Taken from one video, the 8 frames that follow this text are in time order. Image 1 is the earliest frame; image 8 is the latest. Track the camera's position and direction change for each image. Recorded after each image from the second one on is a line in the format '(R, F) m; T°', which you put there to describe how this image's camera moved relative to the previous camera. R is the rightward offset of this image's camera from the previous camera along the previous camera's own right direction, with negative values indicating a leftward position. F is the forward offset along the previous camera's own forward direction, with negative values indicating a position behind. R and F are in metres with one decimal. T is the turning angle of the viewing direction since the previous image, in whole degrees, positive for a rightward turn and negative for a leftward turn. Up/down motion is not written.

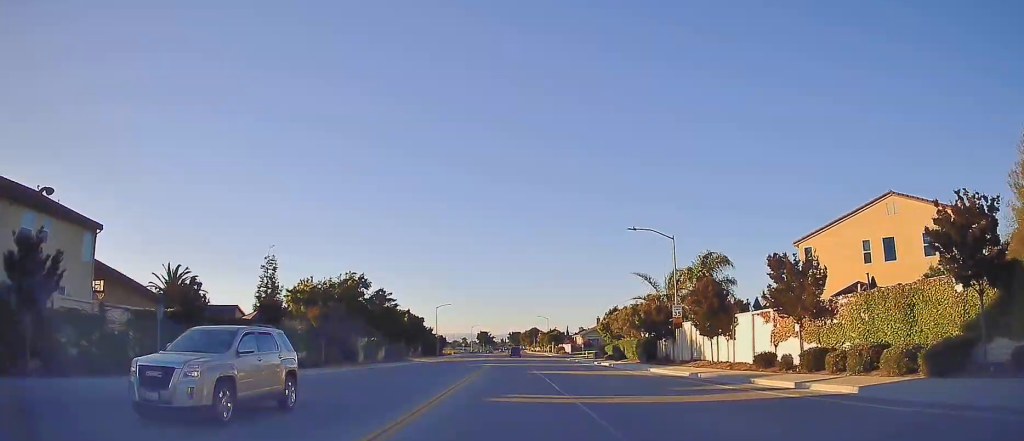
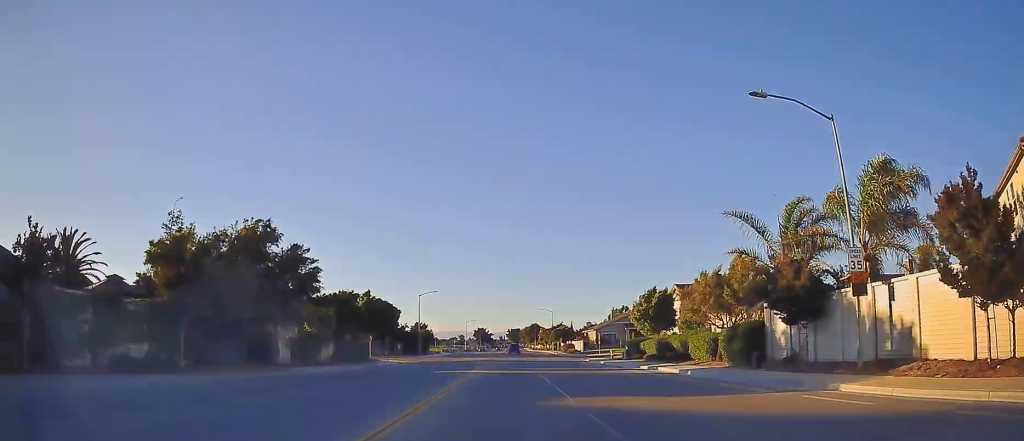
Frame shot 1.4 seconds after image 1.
(0.0, +20.0) m; +3°
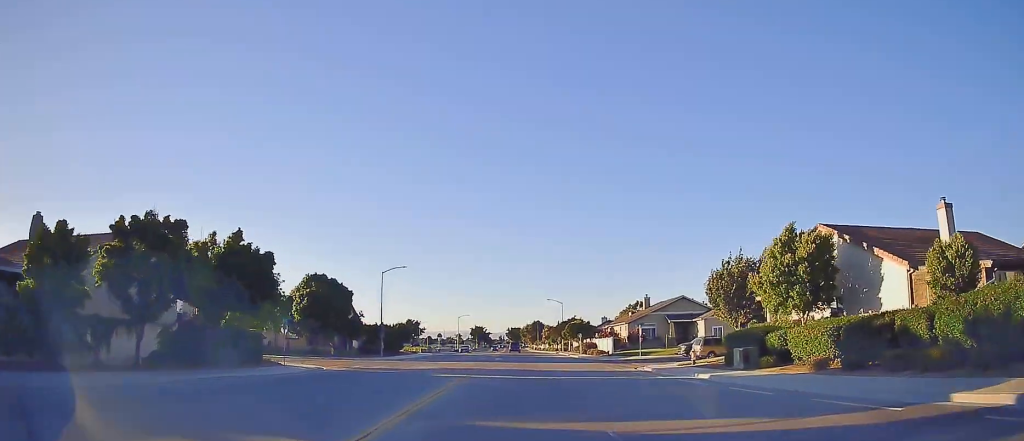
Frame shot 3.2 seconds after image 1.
(+1.1, +26.5) m; 0°
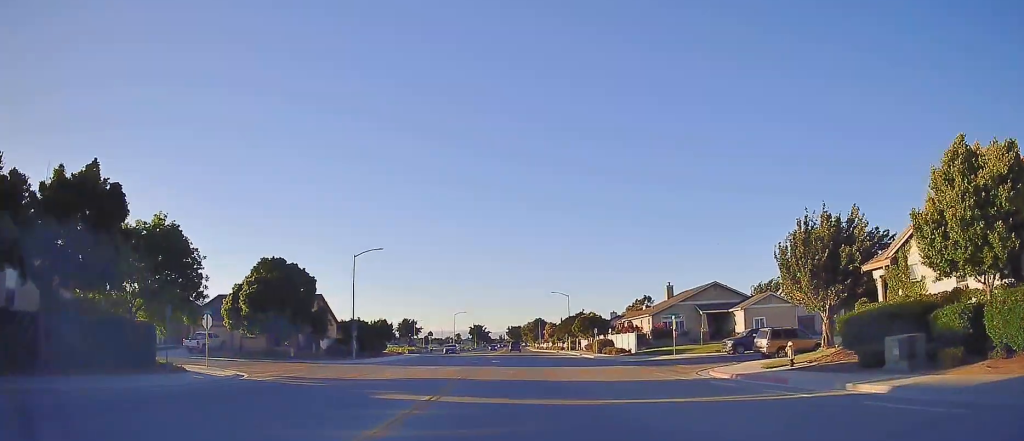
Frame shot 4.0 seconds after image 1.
(-0.6, +11.6) m; 0°
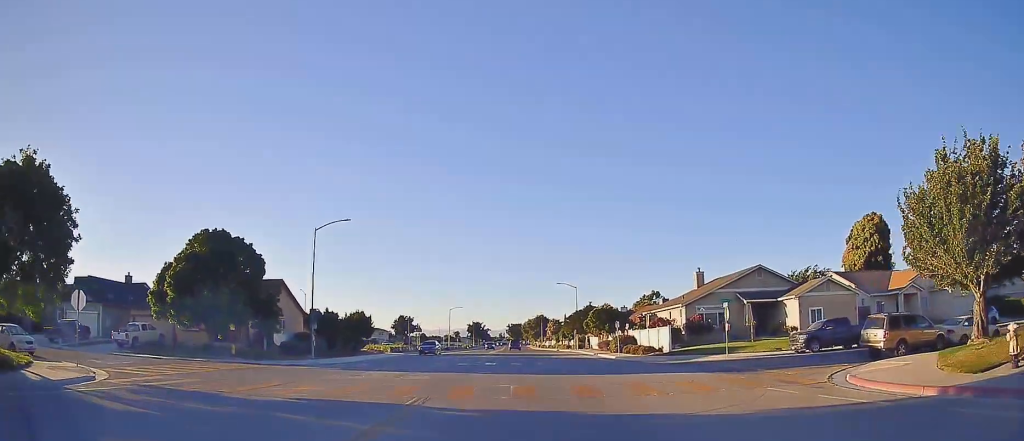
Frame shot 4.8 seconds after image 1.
(+0.2, +11.1) m; 0°
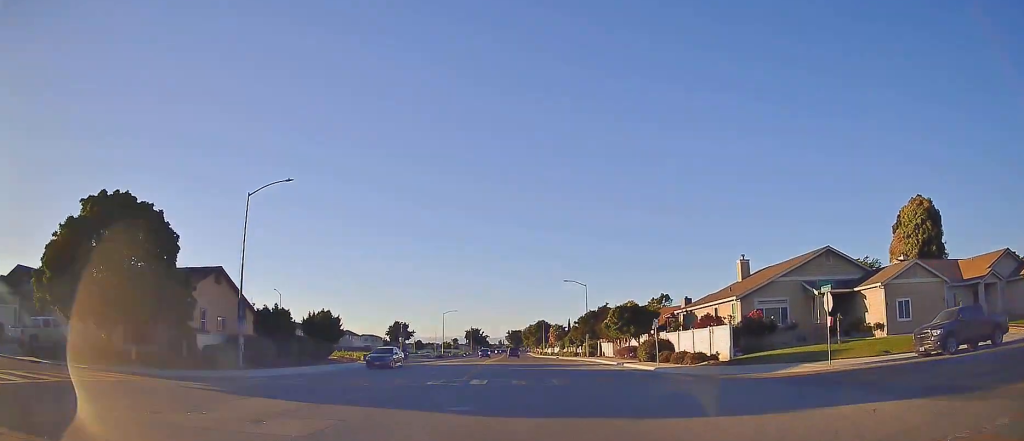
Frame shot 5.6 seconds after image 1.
(+0.1, +11.1) m; -1°
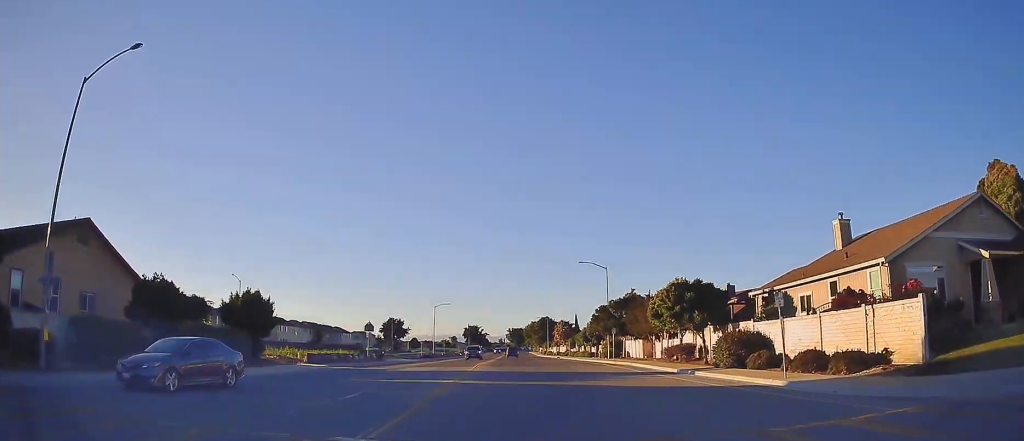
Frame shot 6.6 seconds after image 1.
(-0.5, +15.4) m; -1°
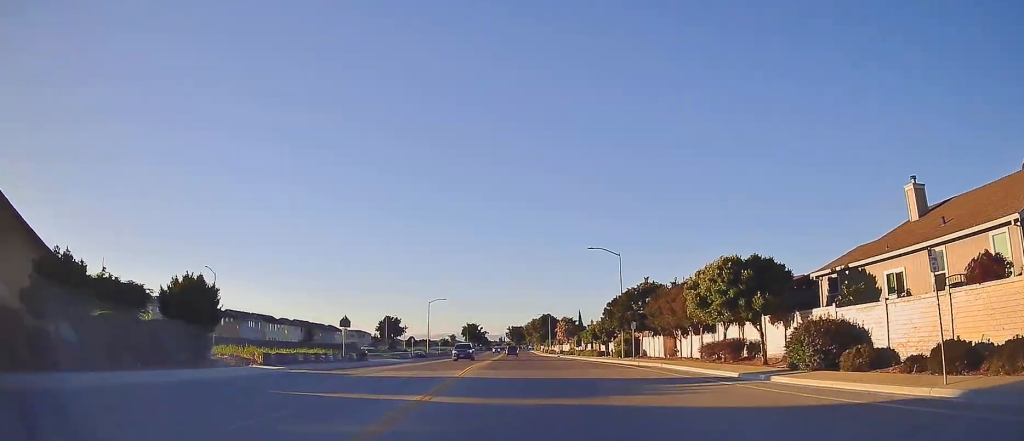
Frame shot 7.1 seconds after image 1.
(-0.1, +7.2) m; +1°
